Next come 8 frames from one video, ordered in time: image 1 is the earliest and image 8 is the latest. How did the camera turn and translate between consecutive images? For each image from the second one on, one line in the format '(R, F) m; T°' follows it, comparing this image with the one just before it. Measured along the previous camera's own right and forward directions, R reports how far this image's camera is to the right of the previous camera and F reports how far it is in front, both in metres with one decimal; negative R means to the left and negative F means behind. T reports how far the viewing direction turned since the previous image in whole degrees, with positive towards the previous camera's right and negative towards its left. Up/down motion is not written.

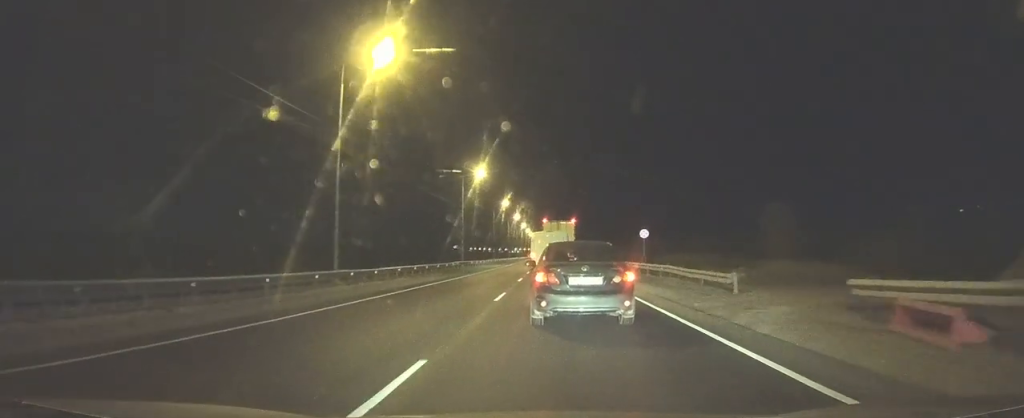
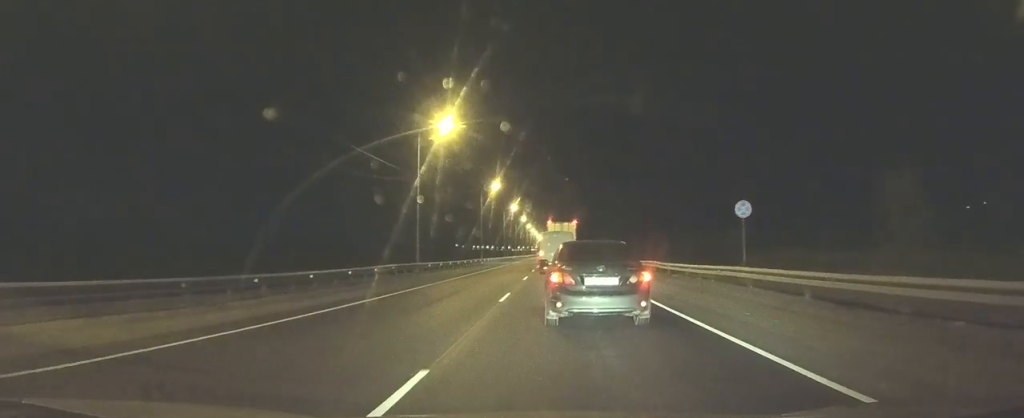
(-0.9, +25.0) m; -3°
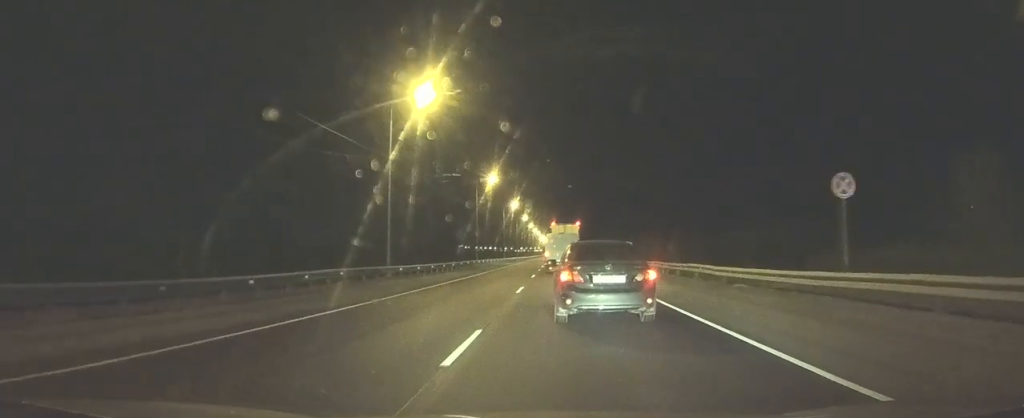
(-0.1, +9.0) m; 0°
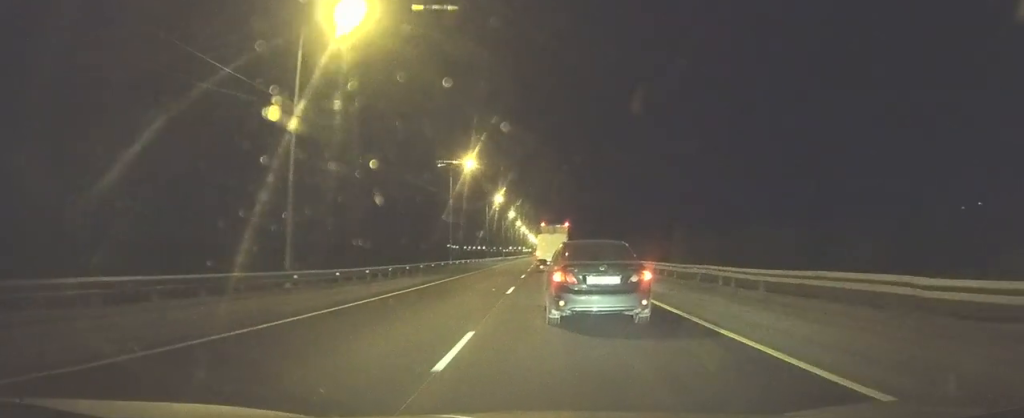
(+0.2, +13.5) m; +1°
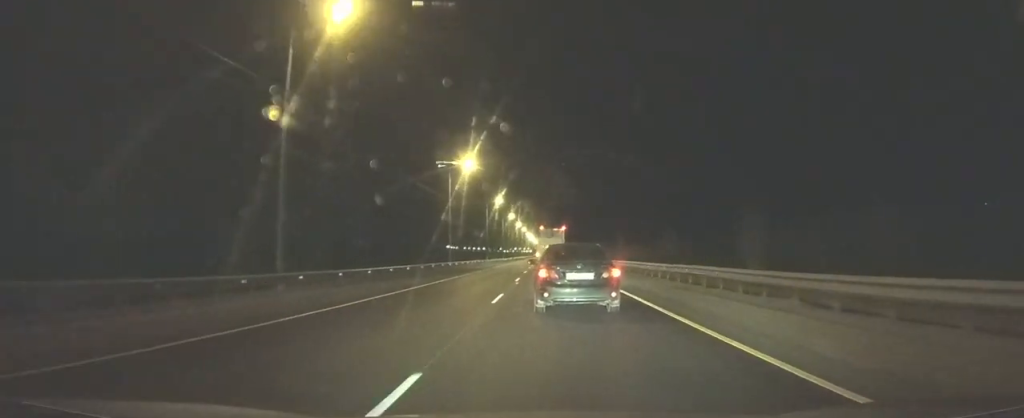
(+0.5, +41.6) m; +1°
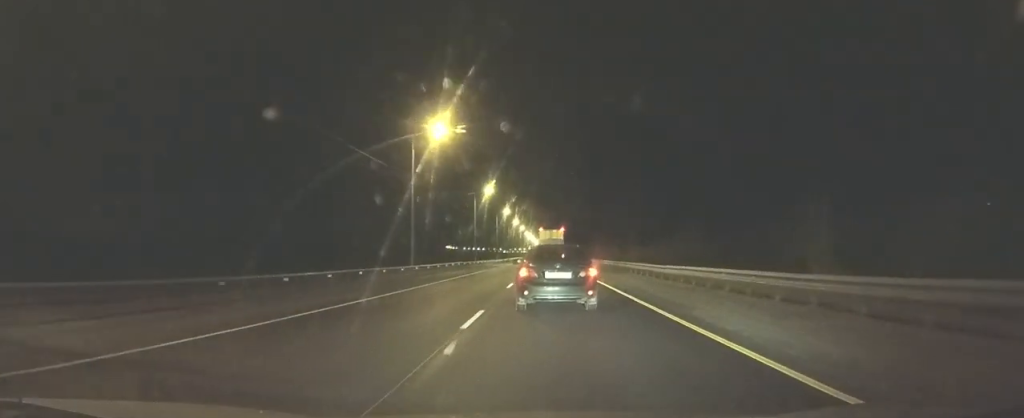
(+0.2, +17.0) m; 0°
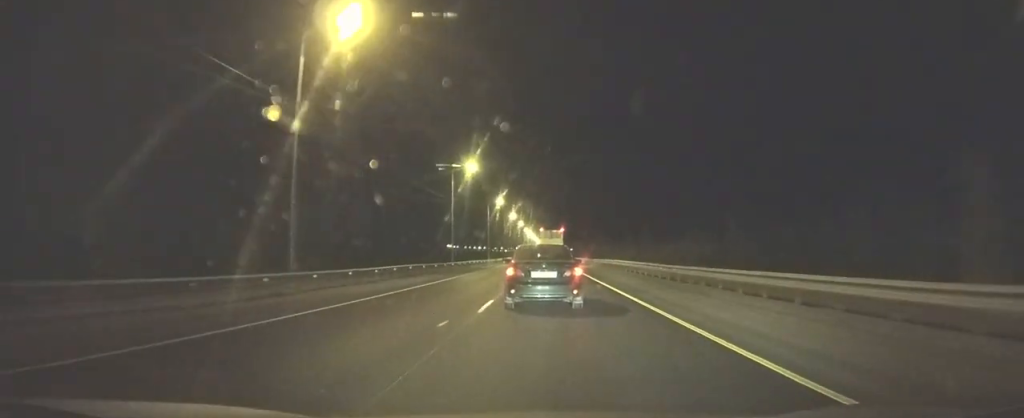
(-0.1, +20.8) m; 0°
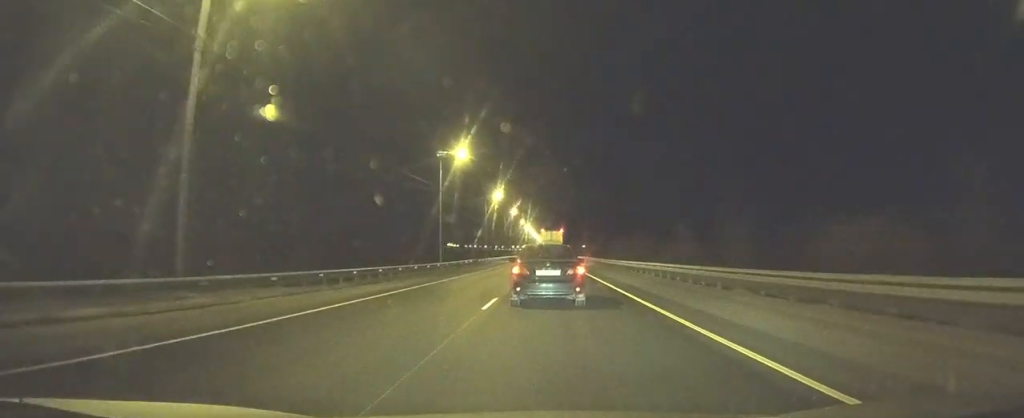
(-0.5, +47.6) m; -1°
